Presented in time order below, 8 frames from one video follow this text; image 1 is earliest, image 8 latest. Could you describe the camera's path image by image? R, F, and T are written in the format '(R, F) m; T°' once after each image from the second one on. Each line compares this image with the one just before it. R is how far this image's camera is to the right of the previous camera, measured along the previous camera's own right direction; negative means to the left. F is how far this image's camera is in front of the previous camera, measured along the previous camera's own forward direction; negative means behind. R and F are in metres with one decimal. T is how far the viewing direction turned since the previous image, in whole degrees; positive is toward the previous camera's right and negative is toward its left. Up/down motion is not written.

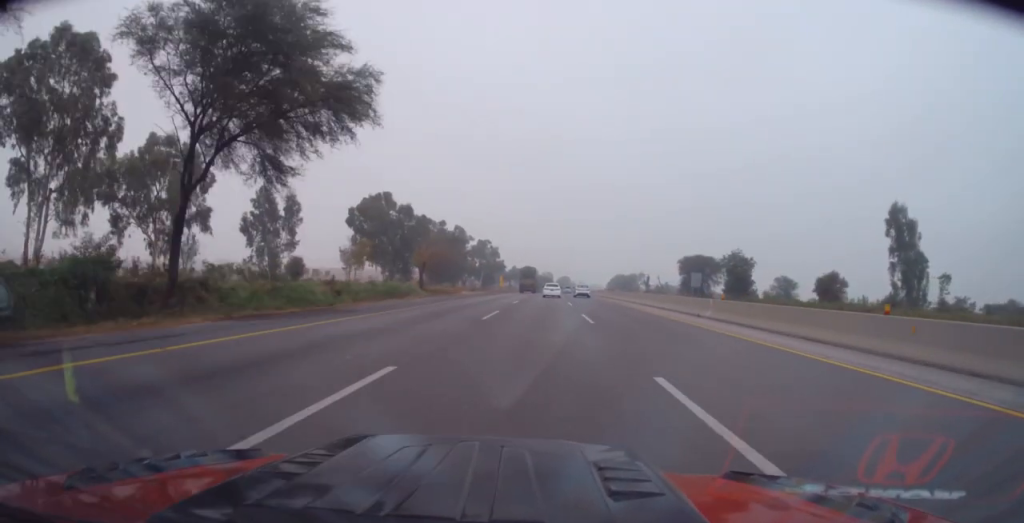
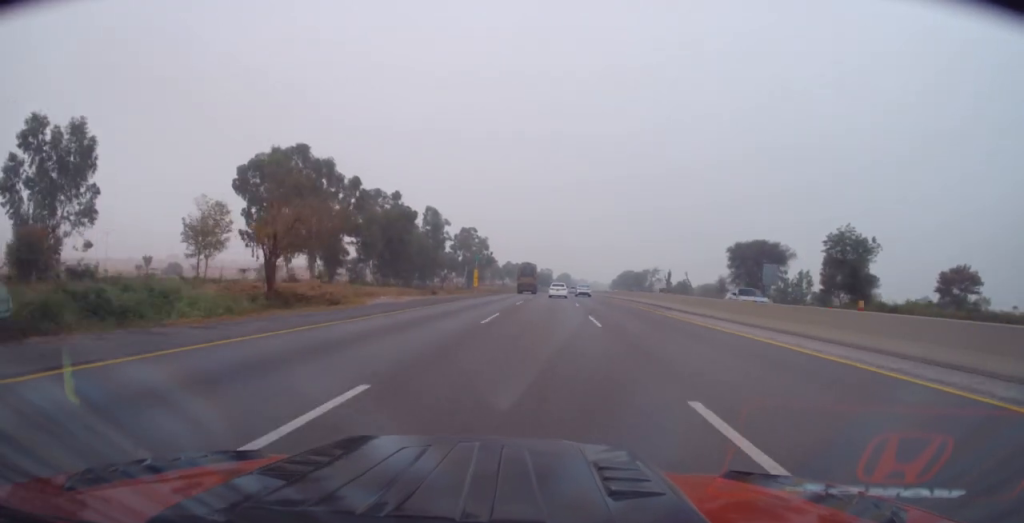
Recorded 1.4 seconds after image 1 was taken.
(0.0, +38.2) m; 0°
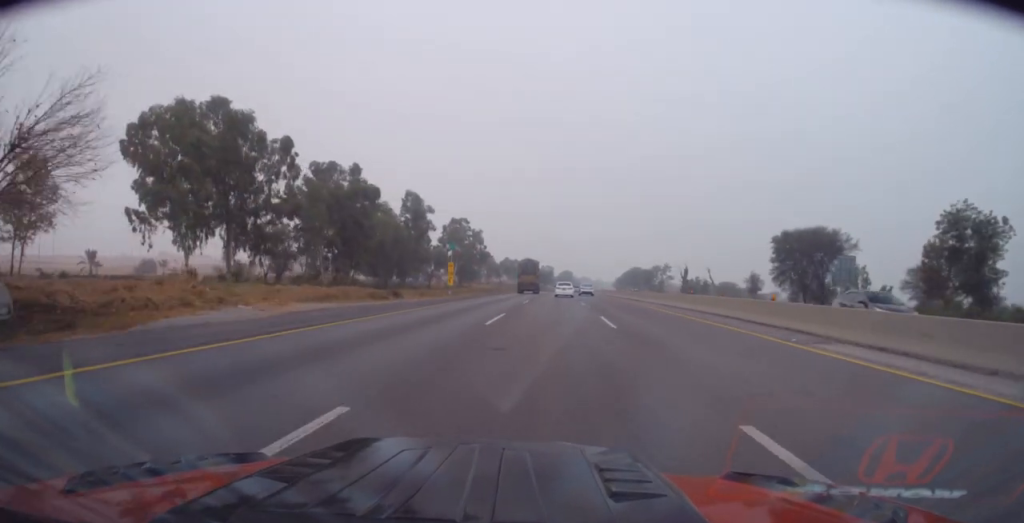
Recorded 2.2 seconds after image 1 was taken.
(+0.1, +19.2) m; 0°
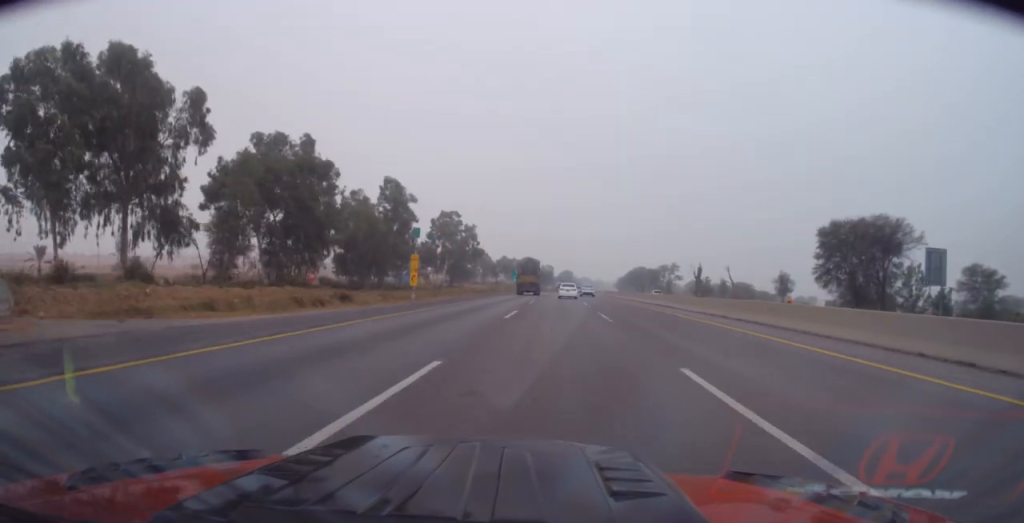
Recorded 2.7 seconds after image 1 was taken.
(0.0, +14.0) m; 0°
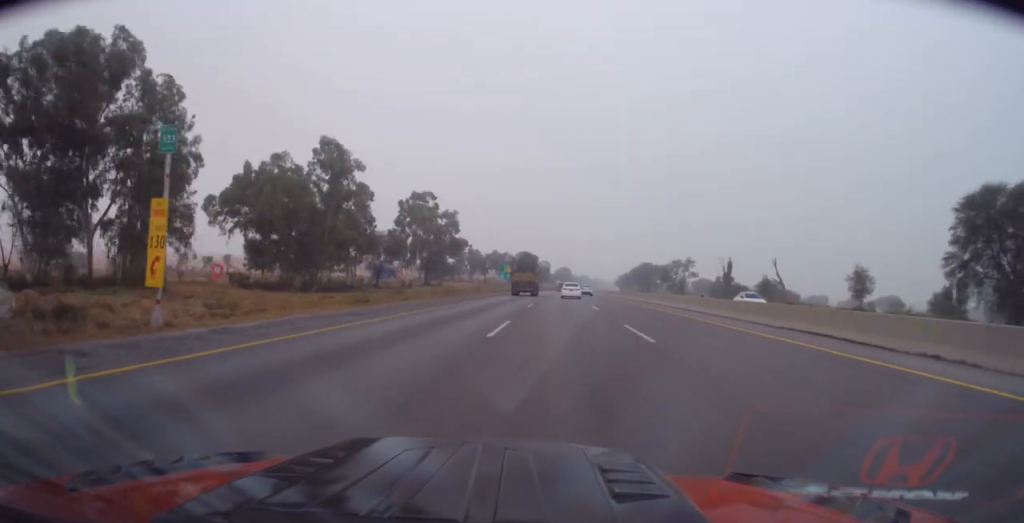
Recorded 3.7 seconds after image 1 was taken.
(+0.1, +25.6) m; +1°
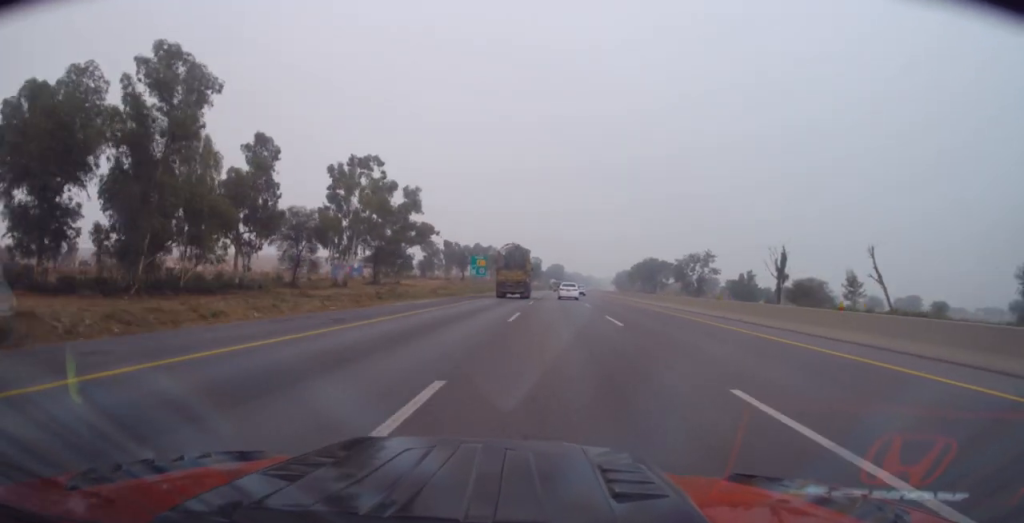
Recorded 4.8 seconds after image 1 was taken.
(+0.2, +30.2) m; 0°
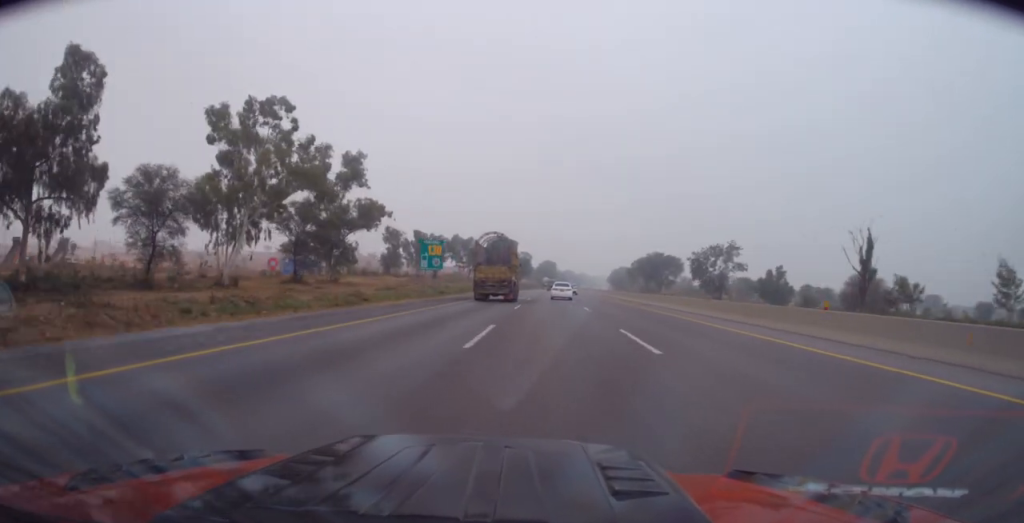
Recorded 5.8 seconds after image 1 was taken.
(-0.2, +26.0) m; +1°
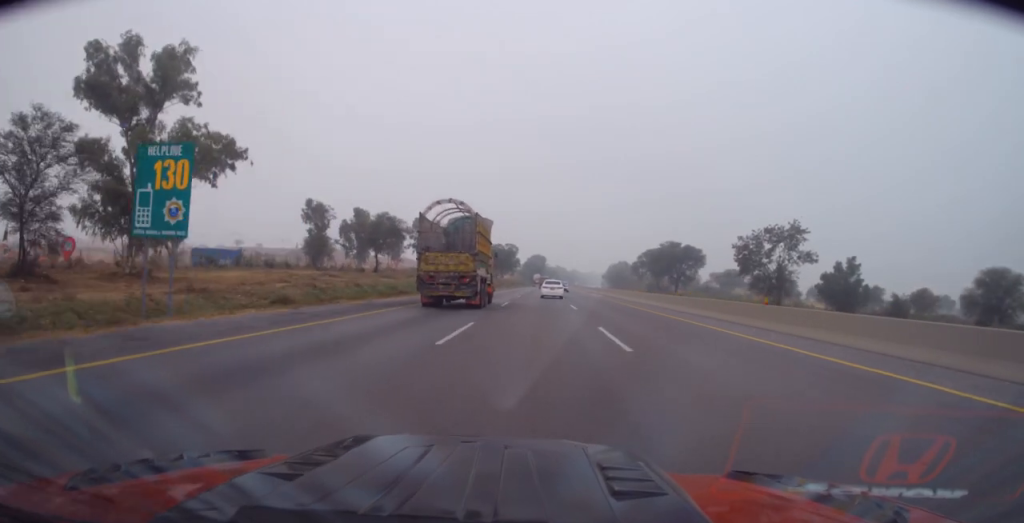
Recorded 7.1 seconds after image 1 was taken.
(+0.8, +36.1) m; +2°
